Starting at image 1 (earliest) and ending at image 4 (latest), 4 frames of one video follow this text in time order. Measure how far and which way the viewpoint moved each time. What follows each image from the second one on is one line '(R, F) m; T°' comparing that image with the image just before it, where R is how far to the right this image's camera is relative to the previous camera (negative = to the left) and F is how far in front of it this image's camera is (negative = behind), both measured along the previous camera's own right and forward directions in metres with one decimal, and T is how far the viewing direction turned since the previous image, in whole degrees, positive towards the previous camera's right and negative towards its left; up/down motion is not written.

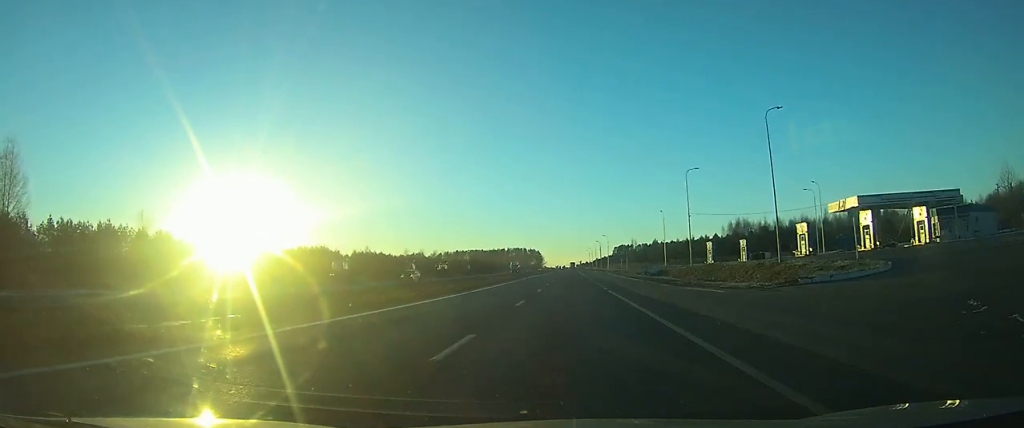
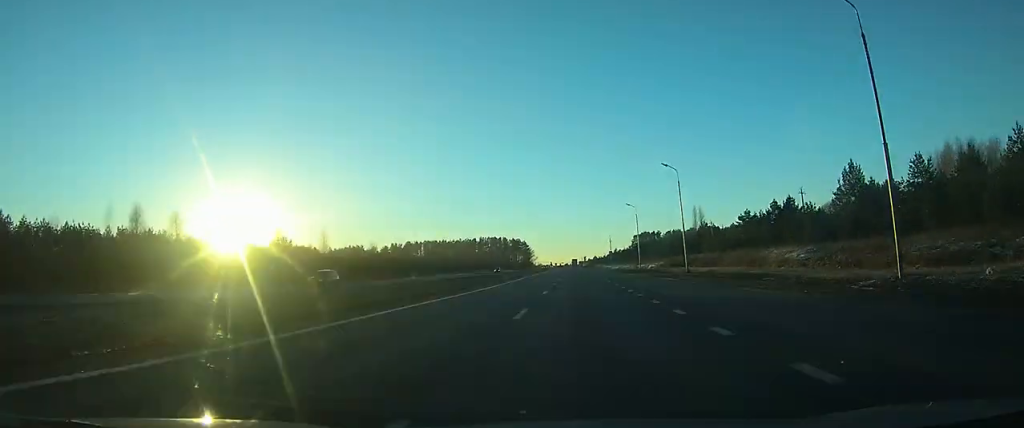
(-2.4, +198.3) m; -1°
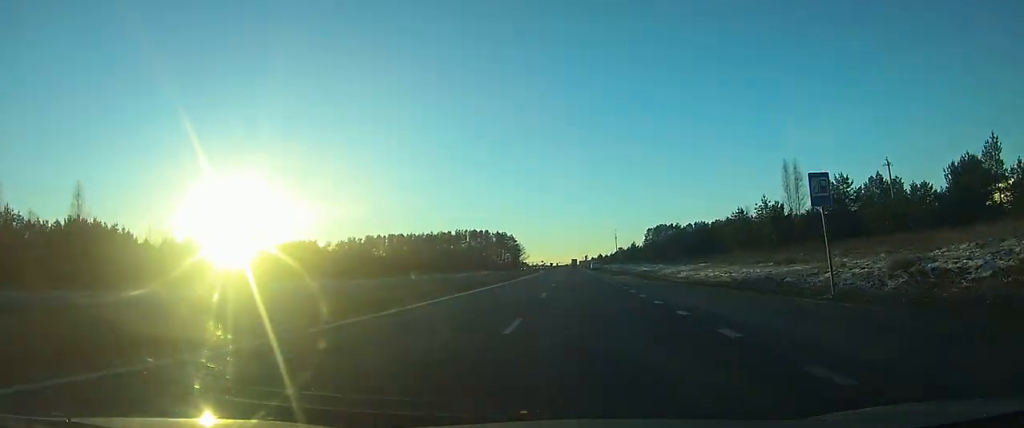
(+0.4, +86.7) m; 0°
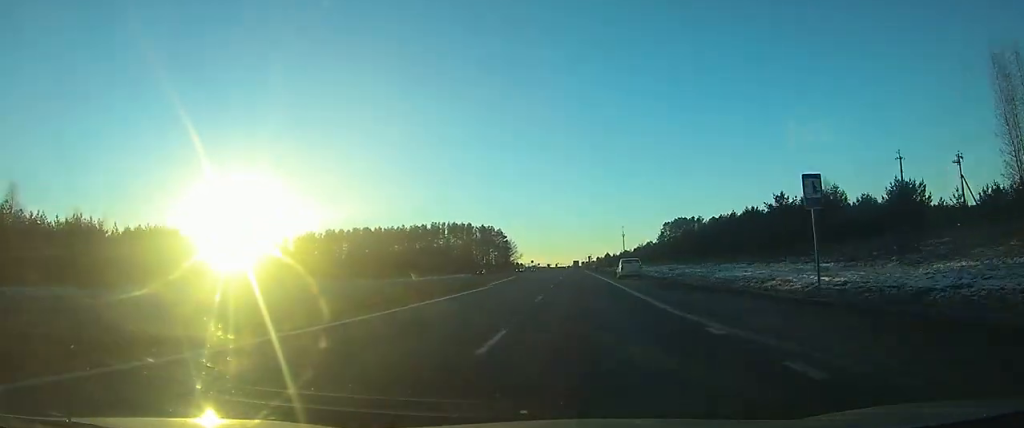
(0.0, +65.1) m; 0°
